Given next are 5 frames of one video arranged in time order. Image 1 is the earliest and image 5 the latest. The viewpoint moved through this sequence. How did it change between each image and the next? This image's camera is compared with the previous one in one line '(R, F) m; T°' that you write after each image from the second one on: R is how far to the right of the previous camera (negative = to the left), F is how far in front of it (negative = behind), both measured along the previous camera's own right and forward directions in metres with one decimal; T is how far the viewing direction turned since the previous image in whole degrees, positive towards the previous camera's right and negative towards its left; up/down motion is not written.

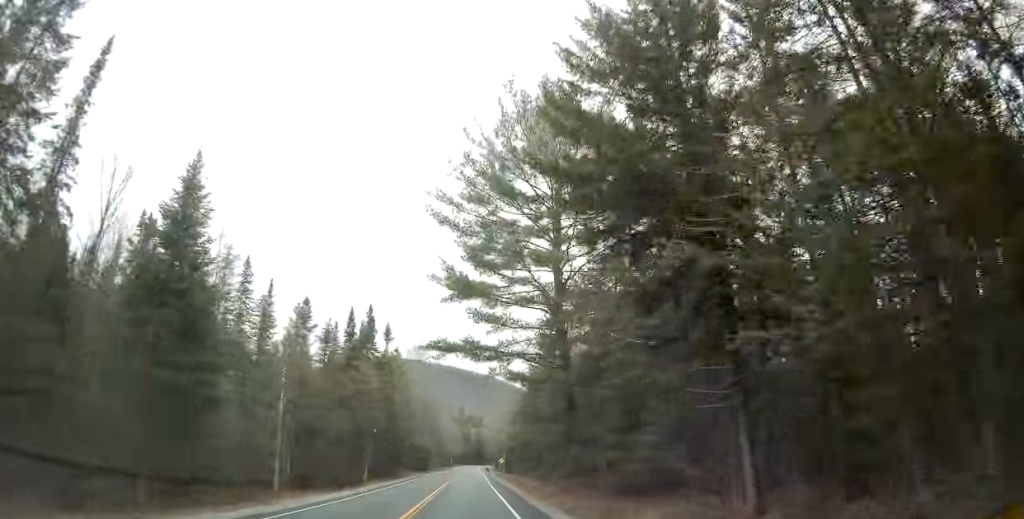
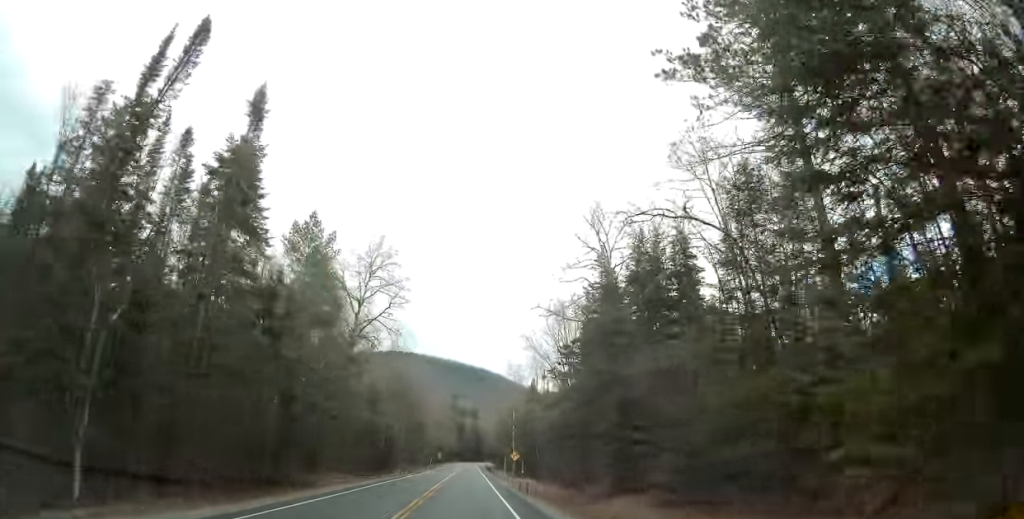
(-0.3, +45.2) m; 0°
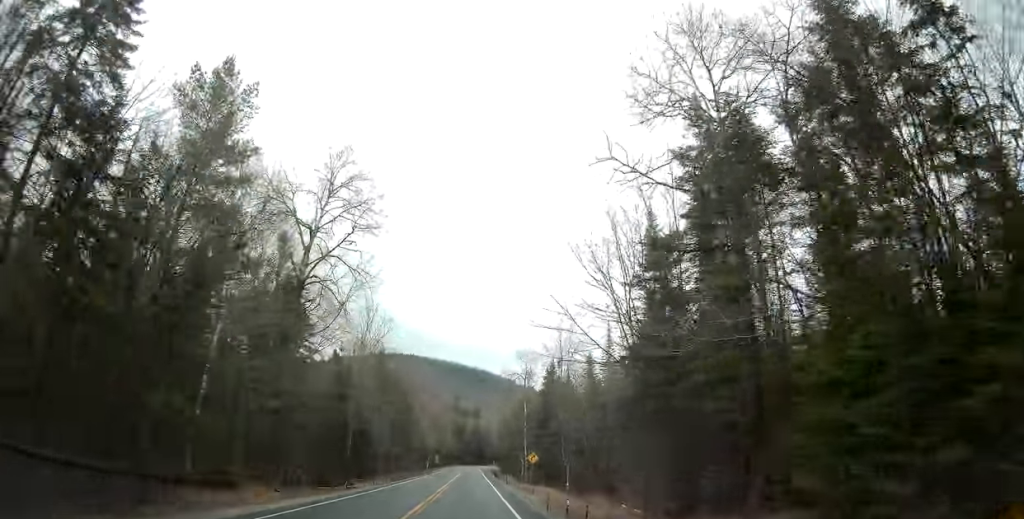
(+0.1, +17.4) m; +1°
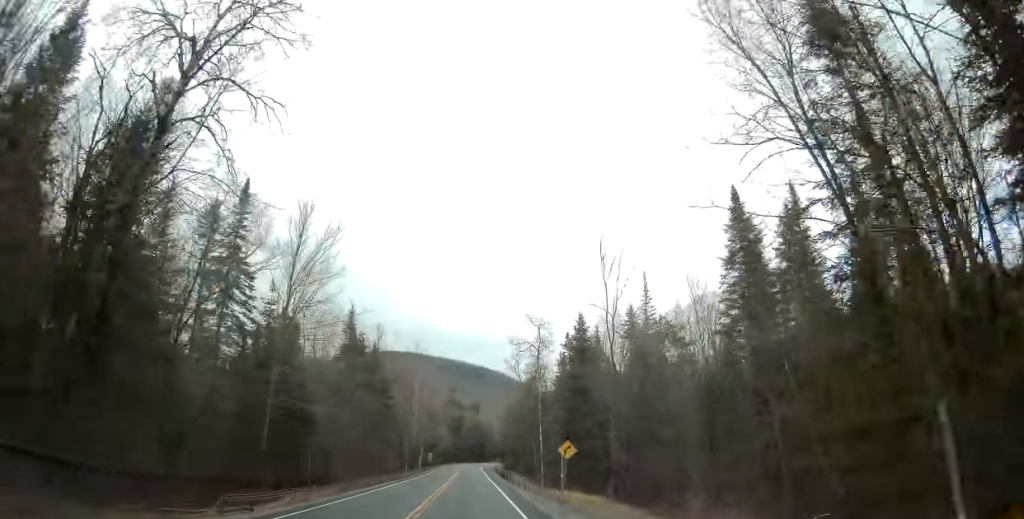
(+0.2, +18.2) m; 0°
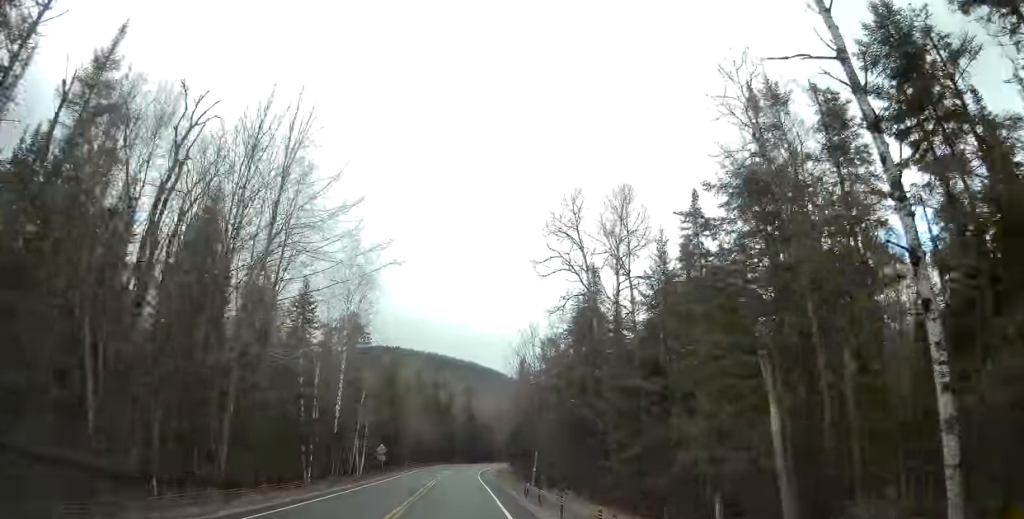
(-0.7, +52.5) m; -1°
